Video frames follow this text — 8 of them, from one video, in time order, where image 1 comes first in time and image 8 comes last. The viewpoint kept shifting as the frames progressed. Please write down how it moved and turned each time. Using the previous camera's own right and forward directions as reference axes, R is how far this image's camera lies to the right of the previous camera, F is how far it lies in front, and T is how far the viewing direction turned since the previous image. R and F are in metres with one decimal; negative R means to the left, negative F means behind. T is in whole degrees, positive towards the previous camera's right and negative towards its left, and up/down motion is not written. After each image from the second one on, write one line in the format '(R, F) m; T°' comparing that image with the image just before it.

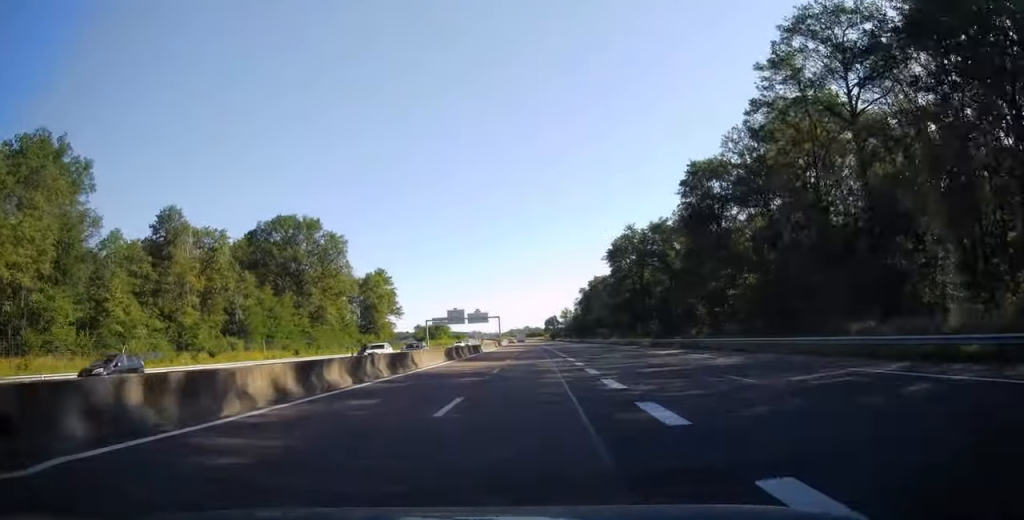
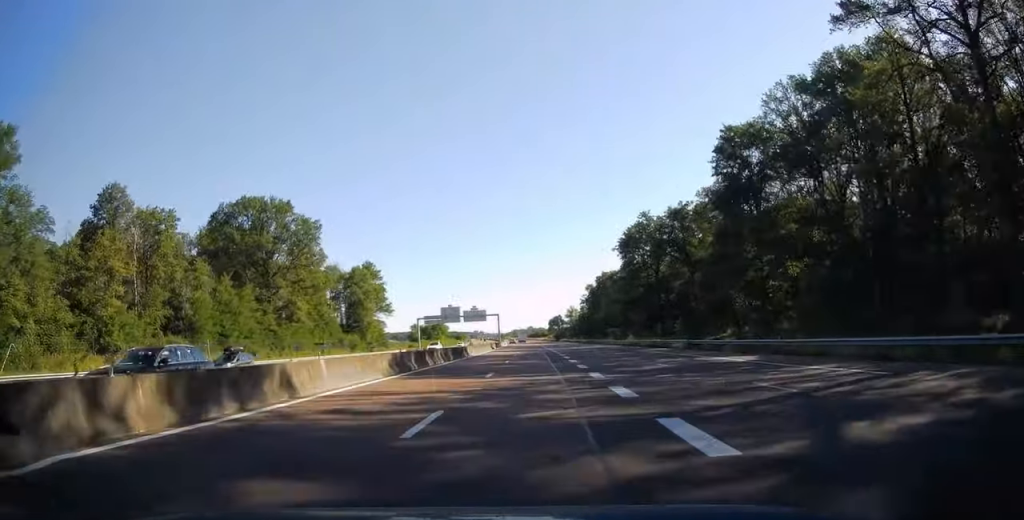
(0.0, +15.2) m; 0°
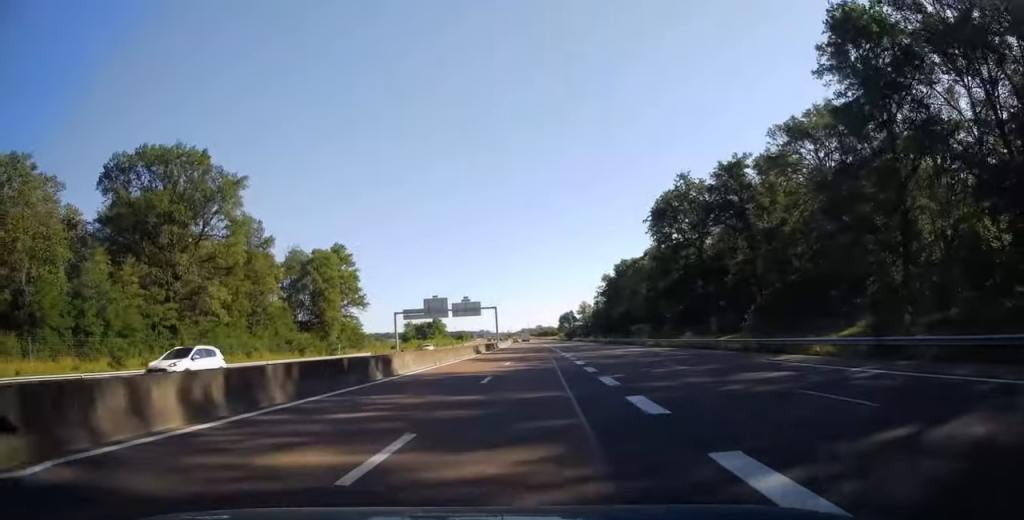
(-0.1, +28.8) m; -1°
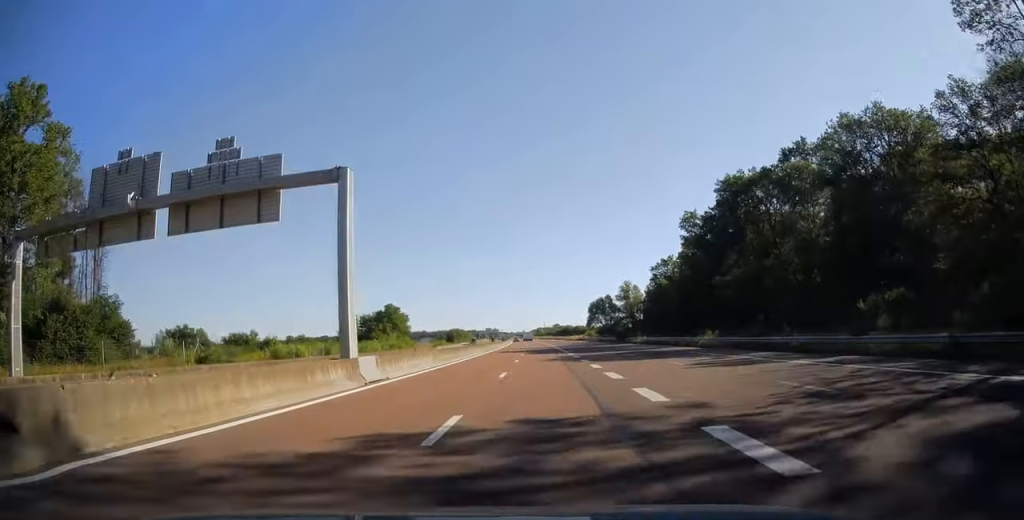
(-1.4, +88.7) m; -2°
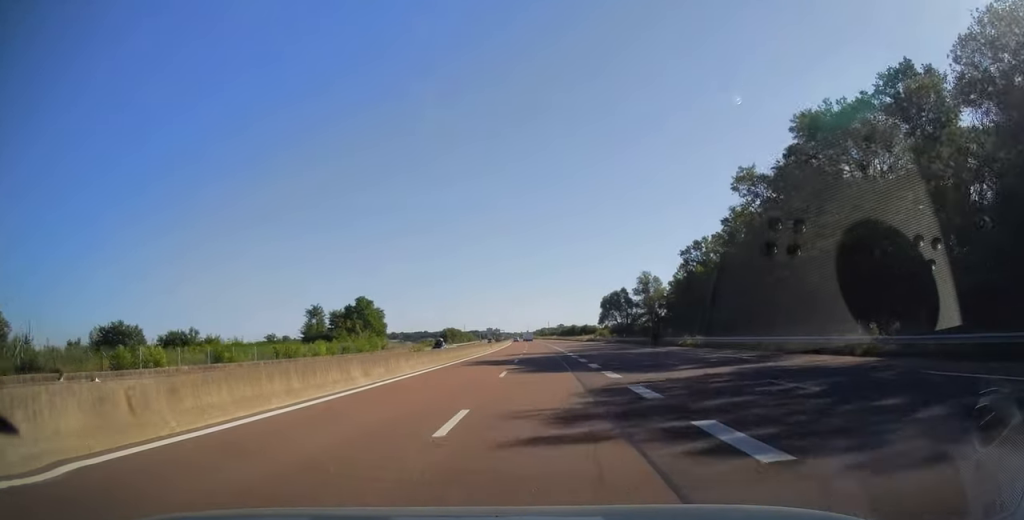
(-0.1, +25.2) m; 0°
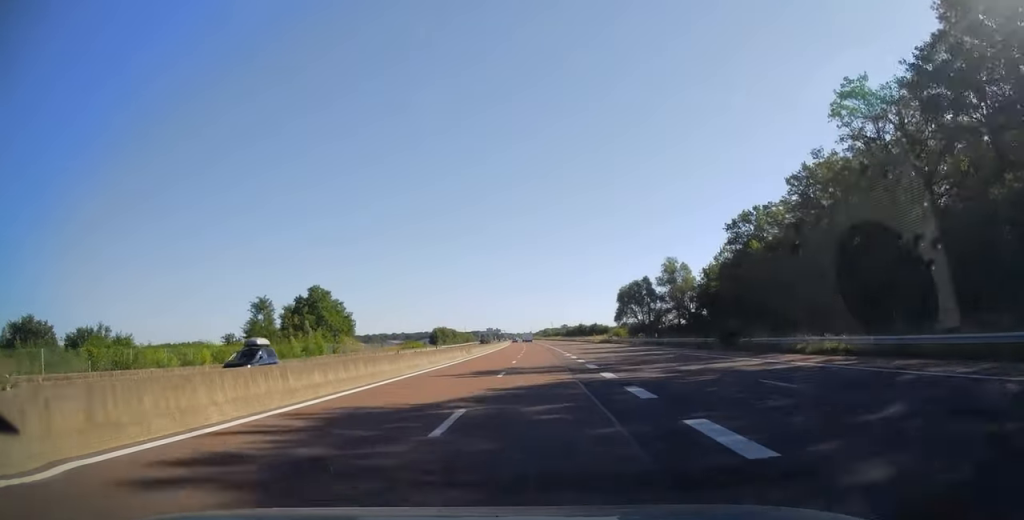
(-0.1, +25.7) m; 0°
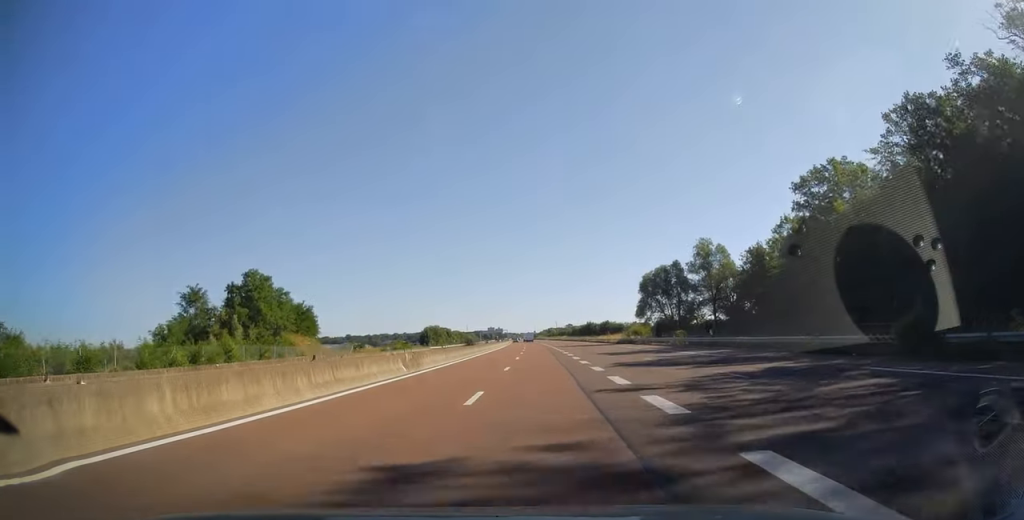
(-0.1, +22.1) m; 0°
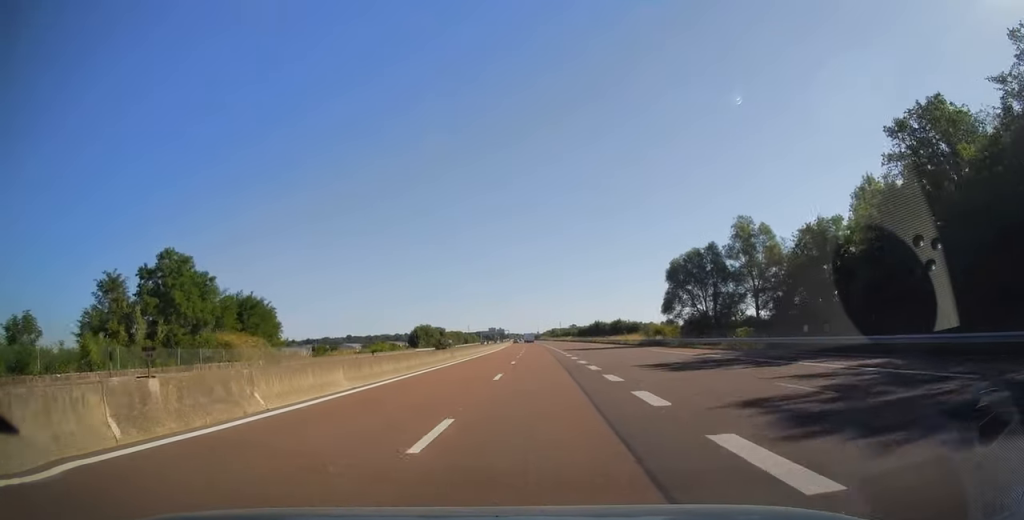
(0.0, +18.1) m; 0°
